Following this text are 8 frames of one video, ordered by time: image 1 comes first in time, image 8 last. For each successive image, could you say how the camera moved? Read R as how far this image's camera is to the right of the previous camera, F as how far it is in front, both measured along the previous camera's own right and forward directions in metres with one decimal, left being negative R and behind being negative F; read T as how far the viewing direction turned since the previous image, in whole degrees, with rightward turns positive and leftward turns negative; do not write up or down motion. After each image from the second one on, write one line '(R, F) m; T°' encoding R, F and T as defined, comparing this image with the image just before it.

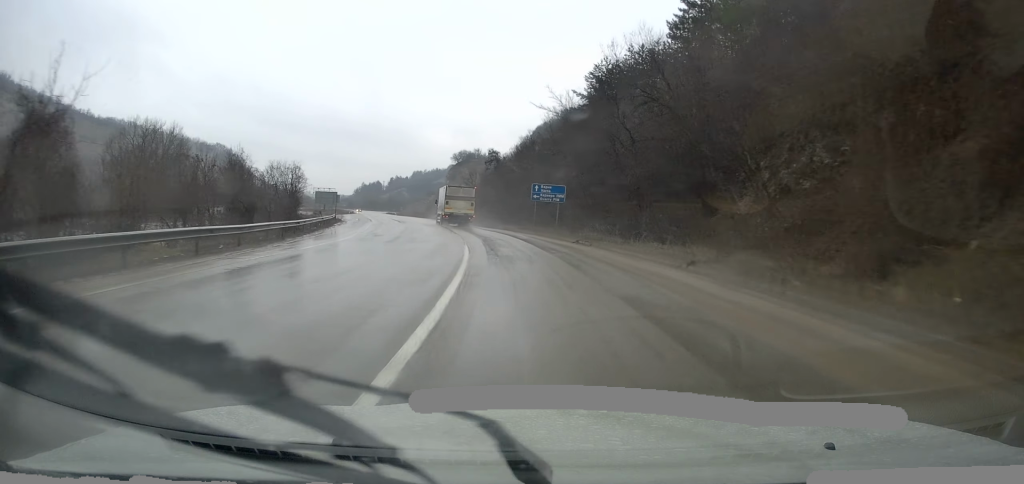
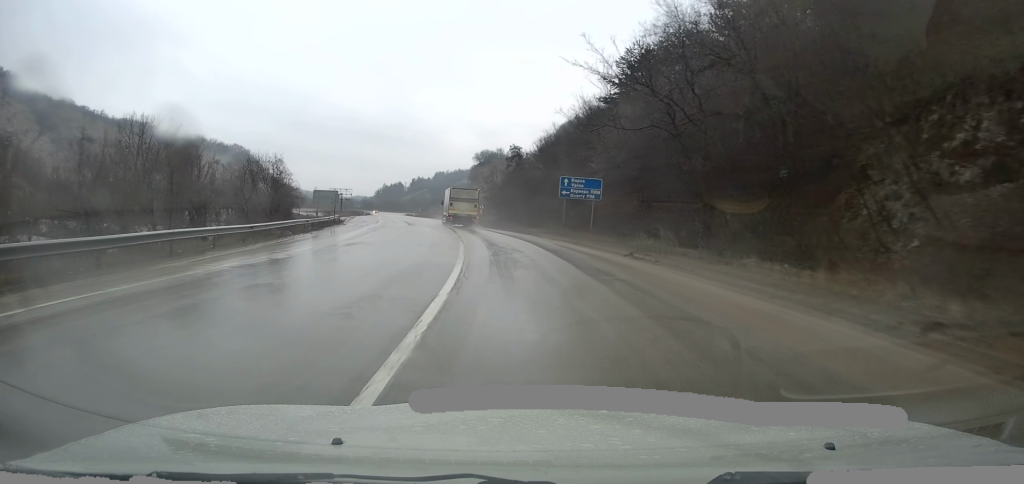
(-0.2, +8.6) m; -2°
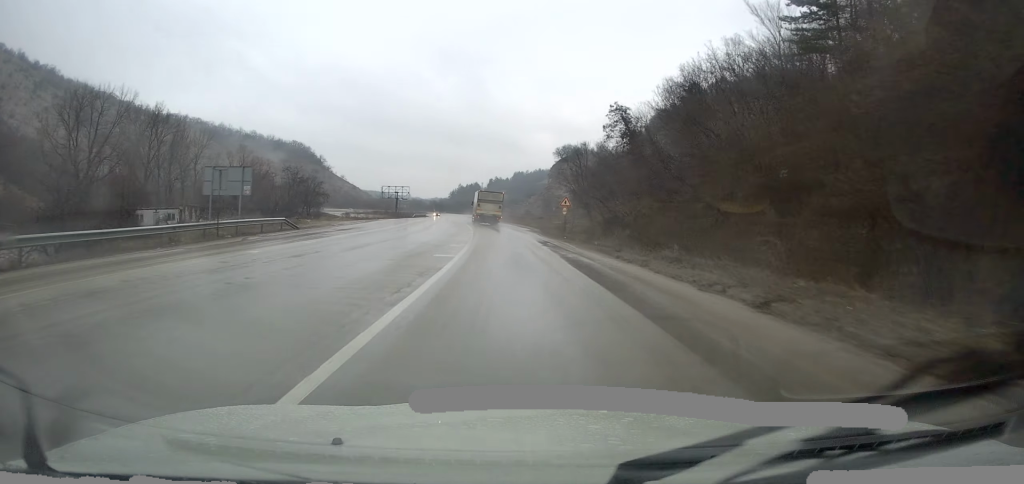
(-2.2, +36.9) m; -7°
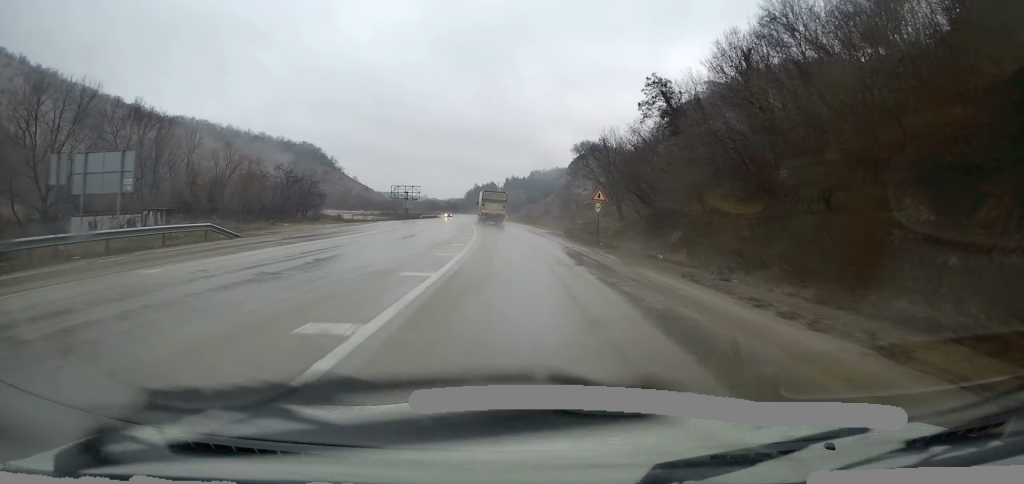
(-0.2, +11.1) m; -2°
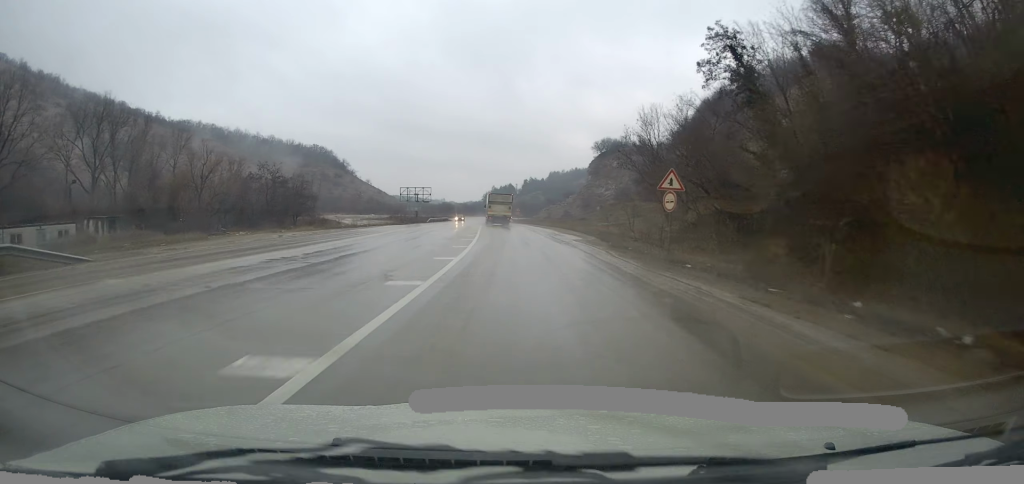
(-0.1, +12.6) m; -1°
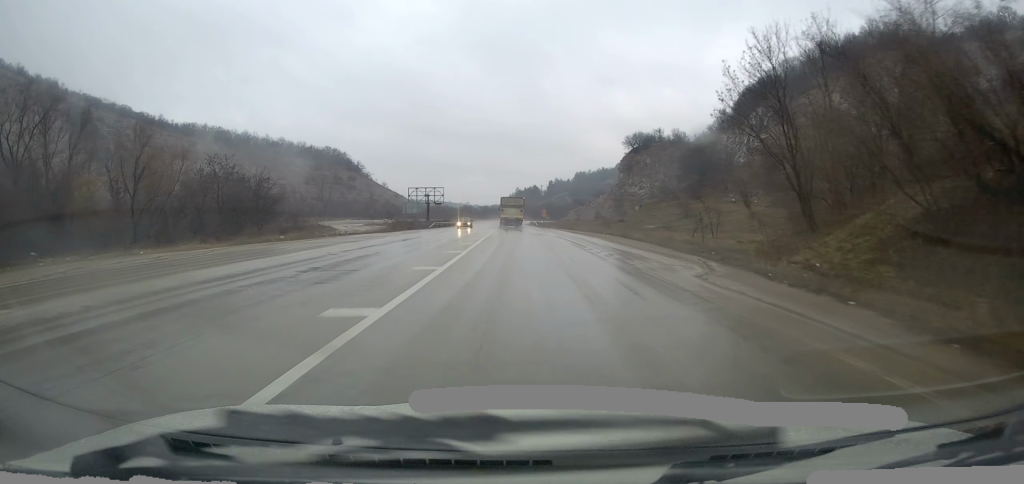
(-0.3, +20.9) m; -2°
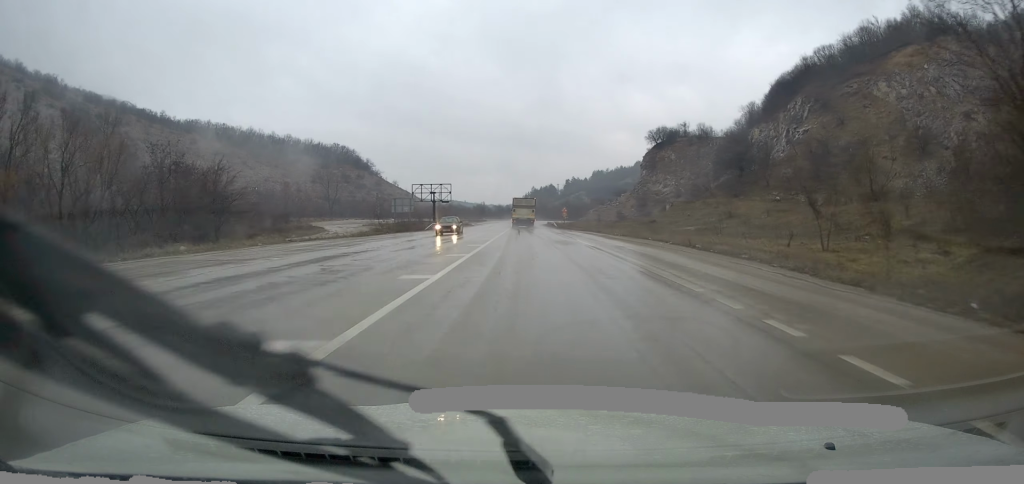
(-0.3, +14.7) m; -1°
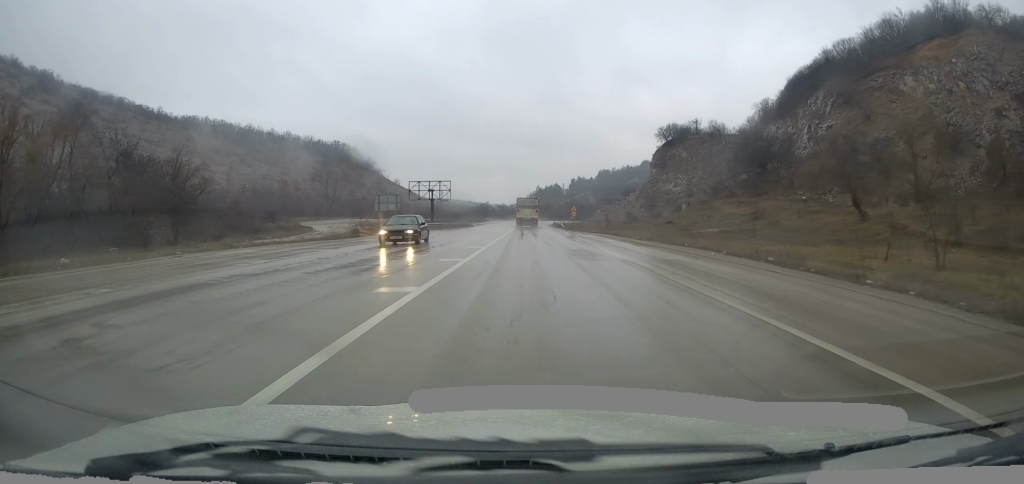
(-0.2, +8.9) m; -1°
